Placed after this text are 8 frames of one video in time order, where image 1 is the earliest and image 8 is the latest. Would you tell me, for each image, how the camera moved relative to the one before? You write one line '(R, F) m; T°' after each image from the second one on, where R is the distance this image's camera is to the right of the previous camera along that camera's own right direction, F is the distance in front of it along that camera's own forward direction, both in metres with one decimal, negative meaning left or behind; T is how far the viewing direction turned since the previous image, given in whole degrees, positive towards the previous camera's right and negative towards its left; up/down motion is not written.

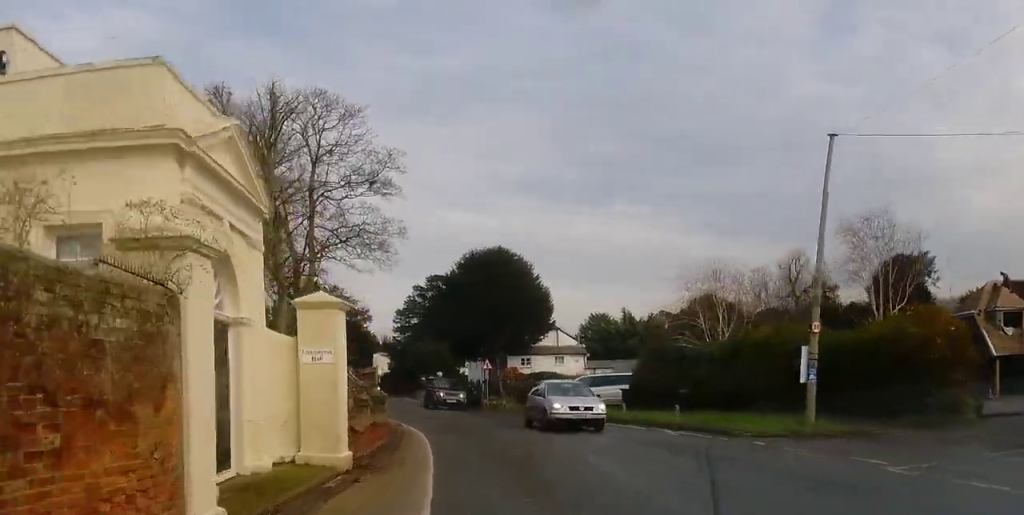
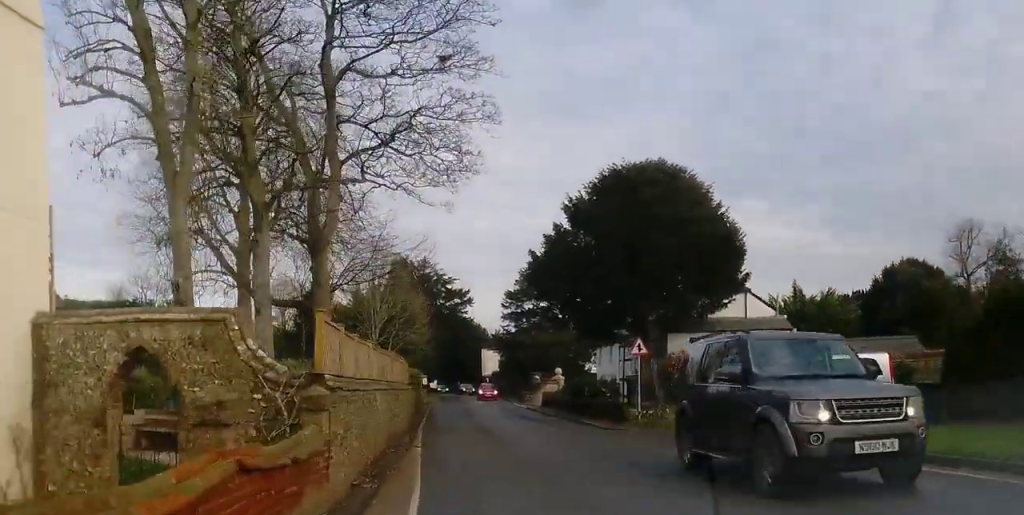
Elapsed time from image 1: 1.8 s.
(-1.6, +19.6) m; -9°
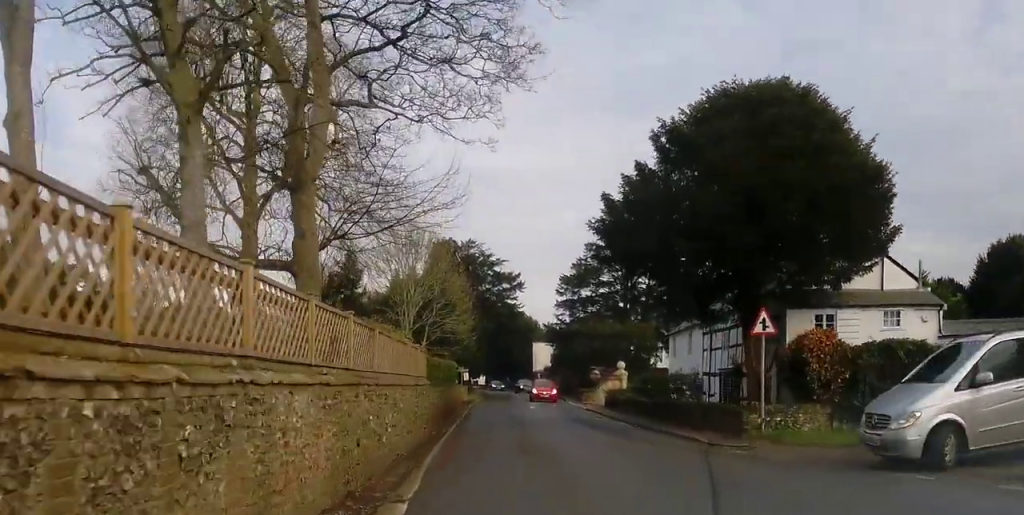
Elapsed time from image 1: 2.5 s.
(-0.4, +8.3) m; -2°
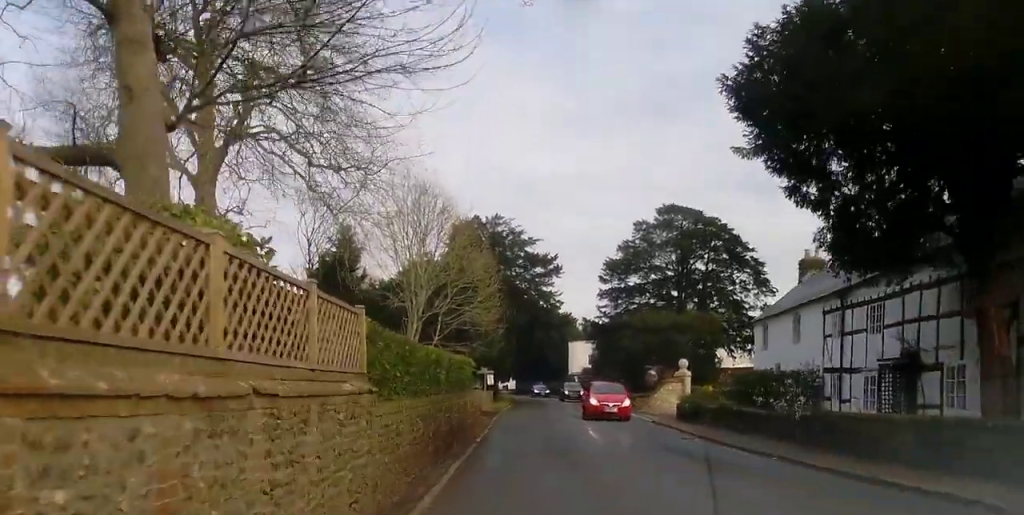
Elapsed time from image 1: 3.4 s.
(-0.2, +10.5) m; -2°
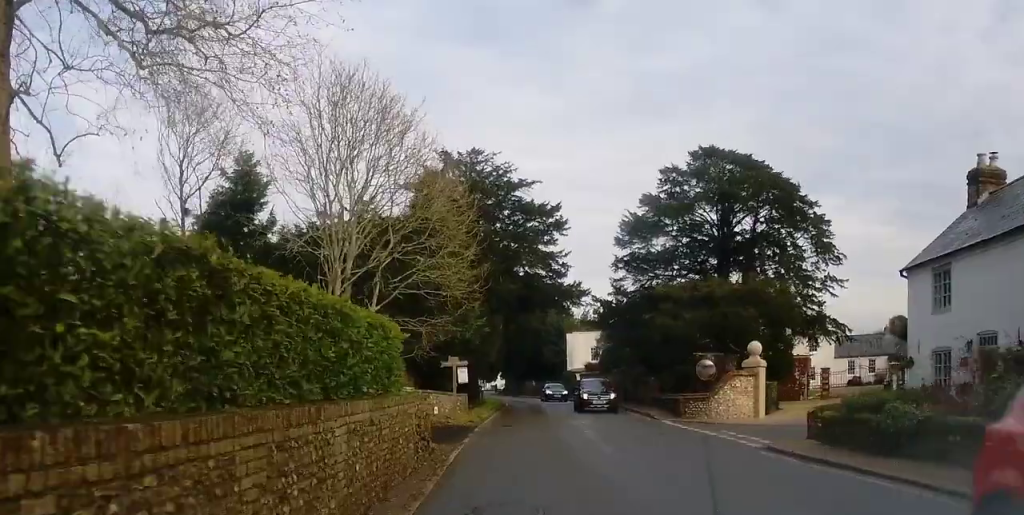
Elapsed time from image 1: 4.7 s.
(-0.5, +14.6) m; -3°
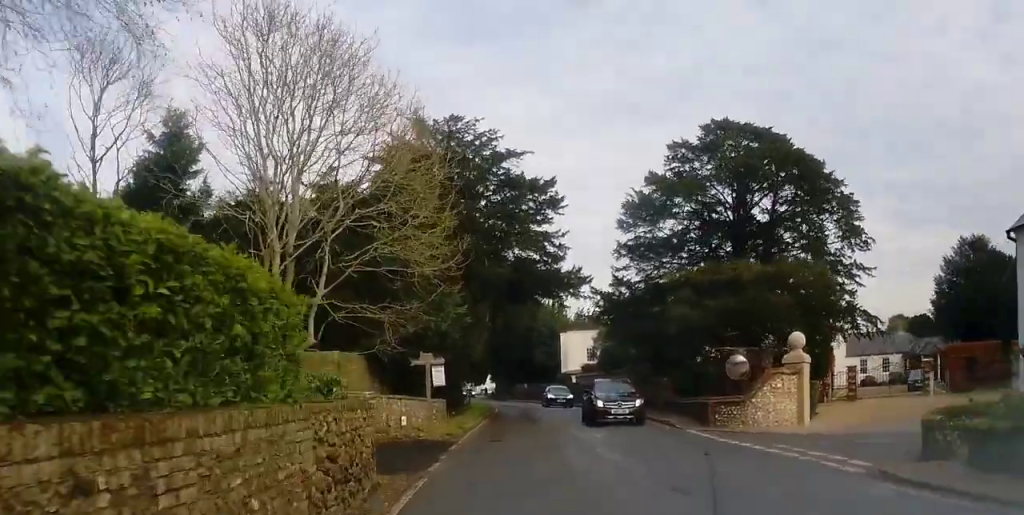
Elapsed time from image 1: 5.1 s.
(-0.1, +5.3) m; +1°
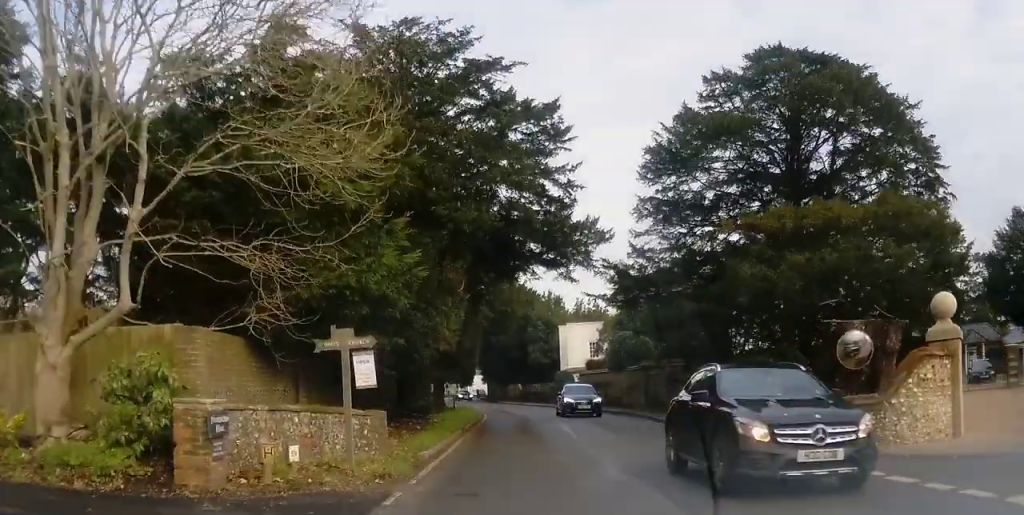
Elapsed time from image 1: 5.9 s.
(0.0, +9.1) m; +2°
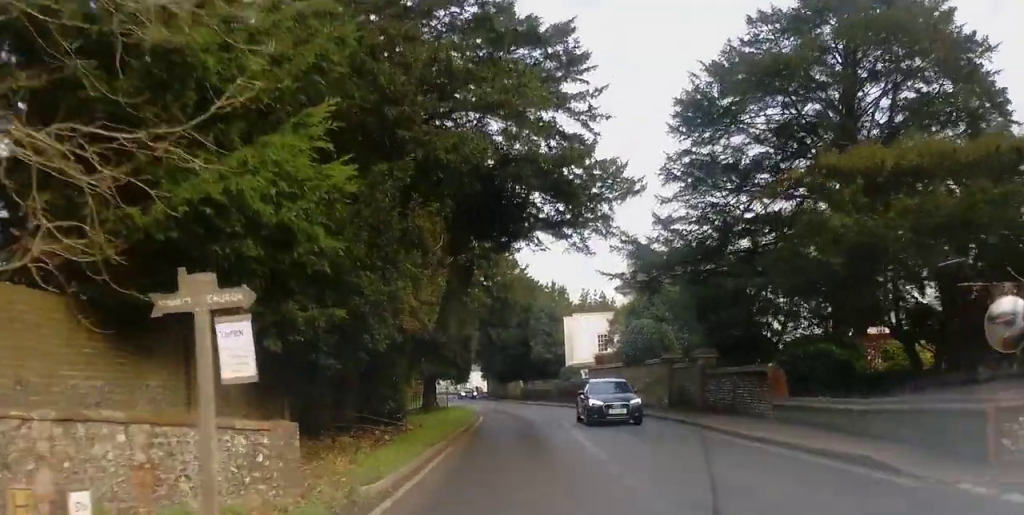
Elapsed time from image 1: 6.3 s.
(+0.2, +5.4) m; +1°
